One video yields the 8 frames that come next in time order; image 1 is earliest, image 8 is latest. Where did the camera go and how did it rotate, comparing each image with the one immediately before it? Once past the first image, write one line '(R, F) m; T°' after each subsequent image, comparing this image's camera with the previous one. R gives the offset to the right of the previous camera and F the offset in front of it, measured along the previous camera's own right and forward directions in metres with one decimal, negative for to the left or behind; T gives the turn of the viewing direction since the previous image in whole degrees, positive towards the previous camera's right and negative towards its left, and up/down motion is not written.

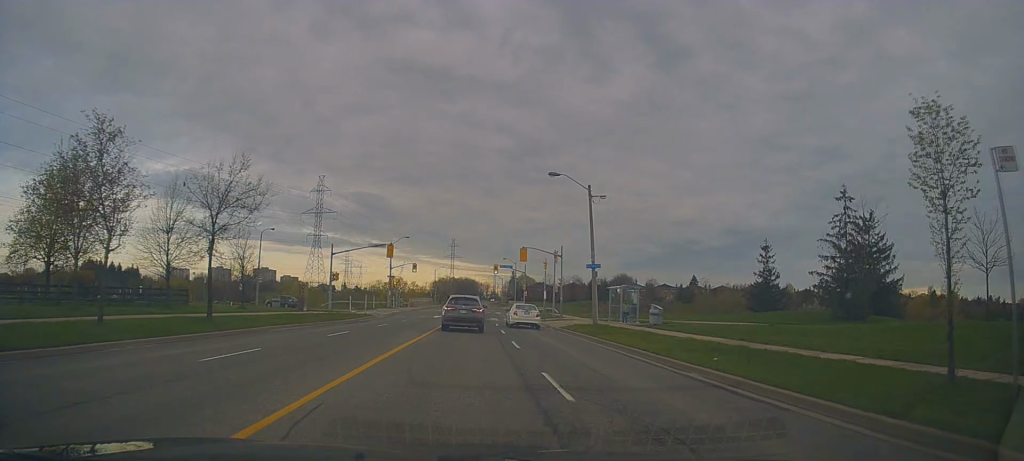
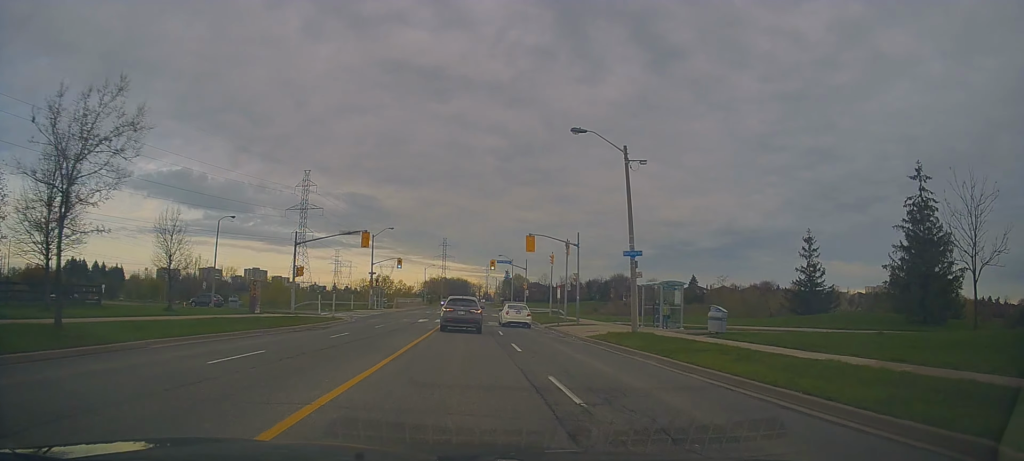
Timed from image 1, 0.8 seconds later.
(0.0, +9.7) m; +2°
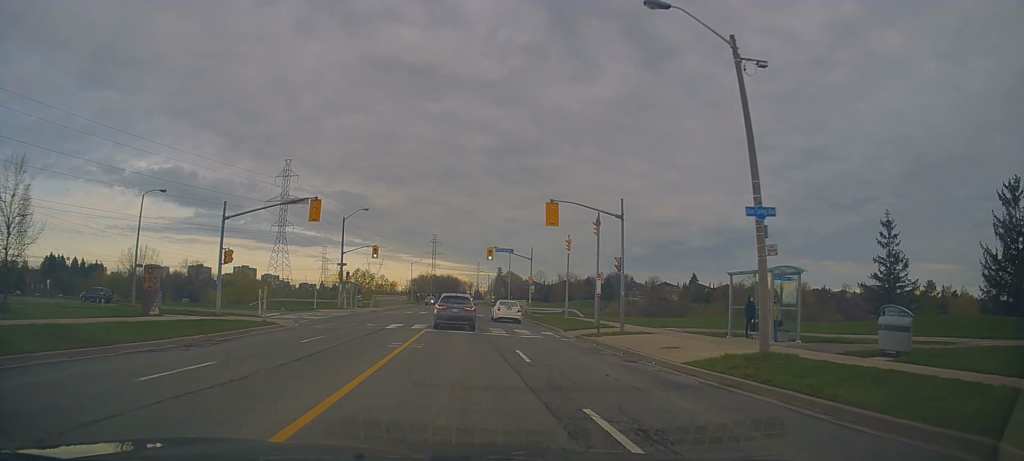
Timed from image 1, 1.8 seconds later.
(+0.4, +11.8) m; +2°
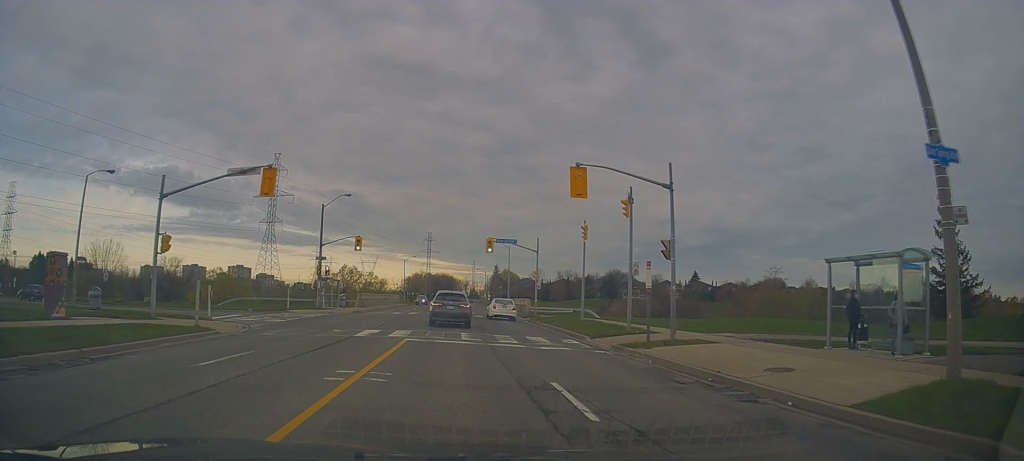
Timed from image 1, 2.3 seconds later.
(0.0, +6.5) m; +1°
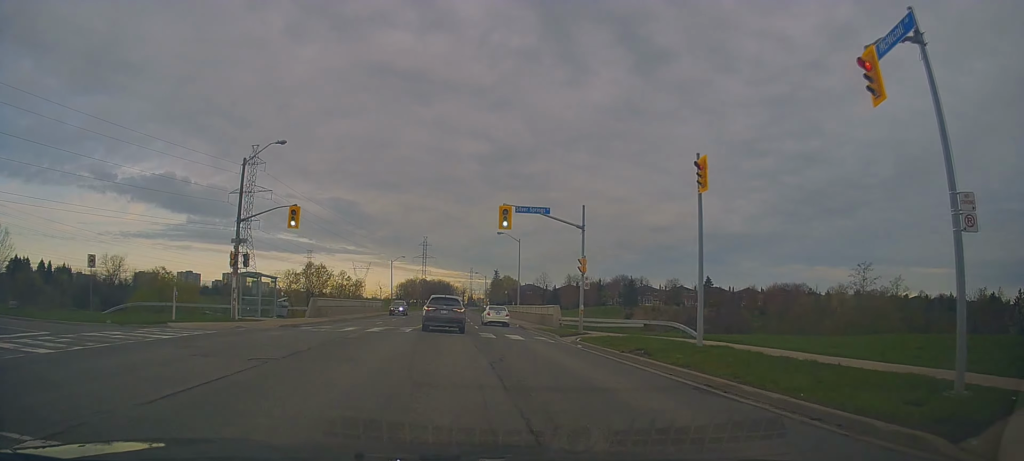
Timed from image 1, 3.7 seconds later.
(+0.4, +17.4) m; +2°
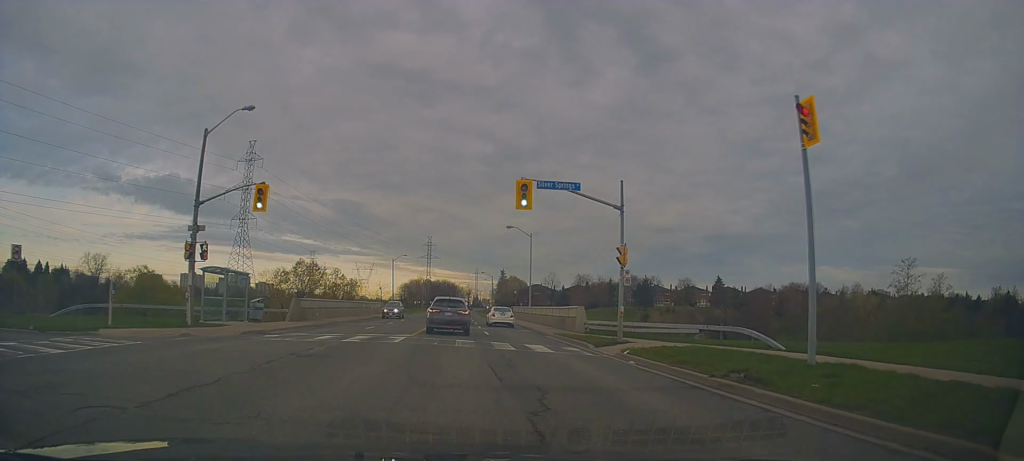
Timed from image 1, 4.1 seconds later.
(0.0, +5.7) m; 0°
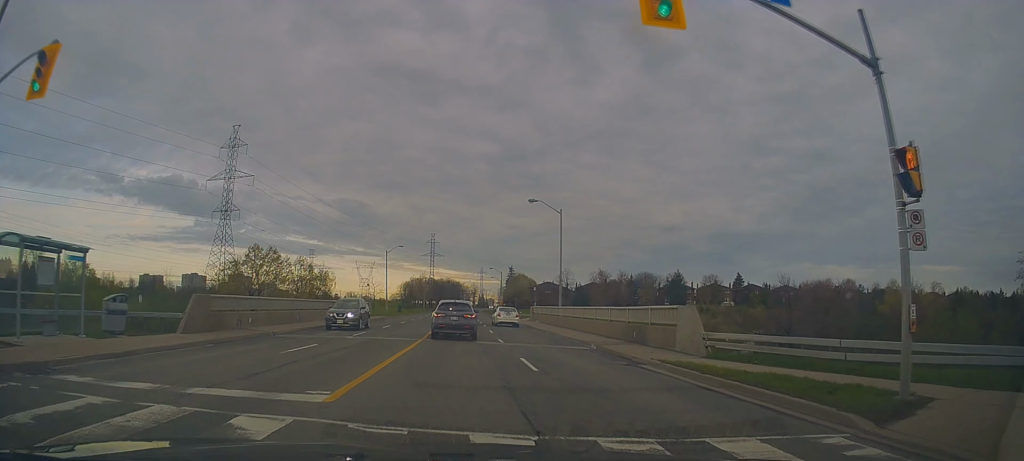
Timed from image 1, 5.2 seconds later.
(-0.1, +13.9) m; -1°
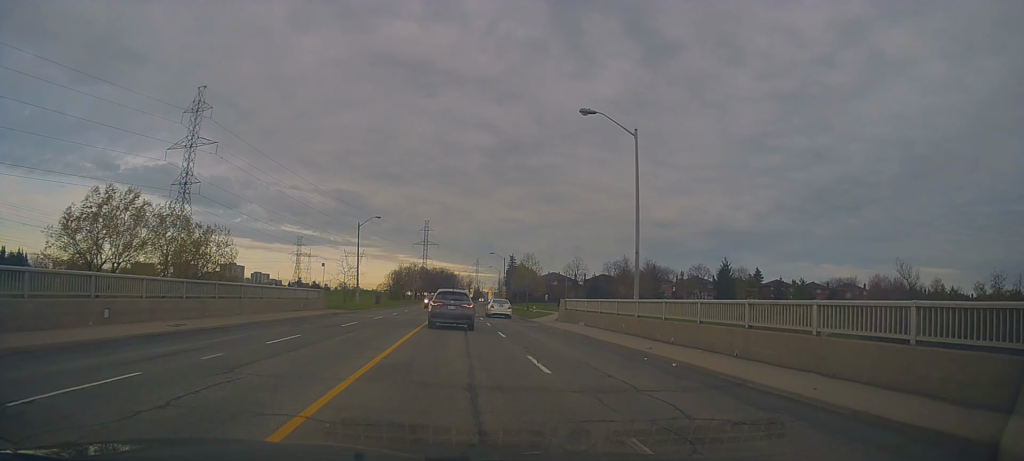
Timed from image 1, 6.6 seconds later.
(-0.5, +19.8) m; 0°
